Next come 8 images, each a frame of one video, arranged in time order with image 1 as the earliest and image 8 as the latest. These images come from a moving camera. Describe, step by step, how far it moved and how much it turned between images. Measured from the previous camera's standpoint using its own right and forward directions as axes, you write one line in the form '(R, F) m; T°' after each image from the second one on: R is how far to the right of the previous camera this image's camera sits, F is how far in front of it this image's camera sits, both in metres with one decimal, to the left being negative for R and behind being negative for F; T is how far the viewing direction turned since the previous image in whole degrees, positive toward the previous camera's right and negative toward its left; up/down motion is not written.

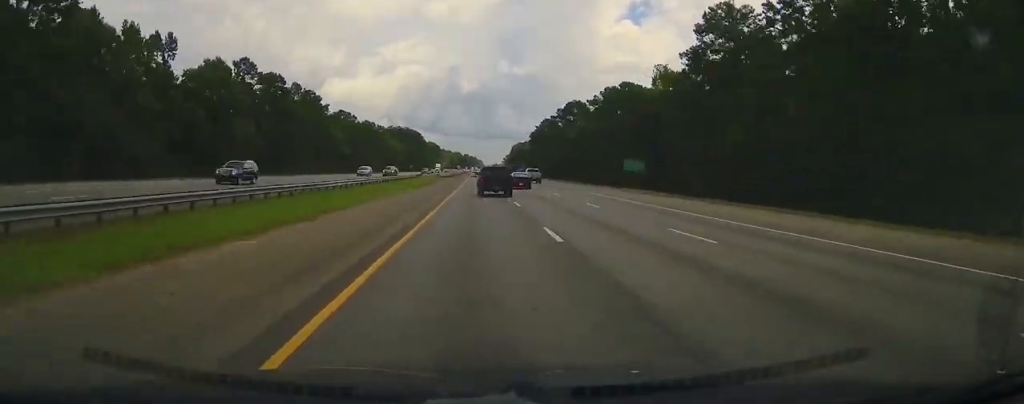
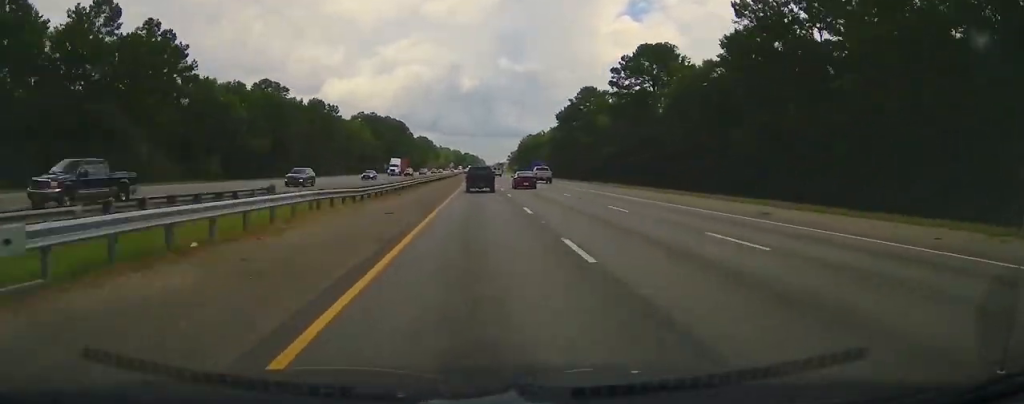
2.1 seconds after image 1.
(0.0, +64.1) m; 0°
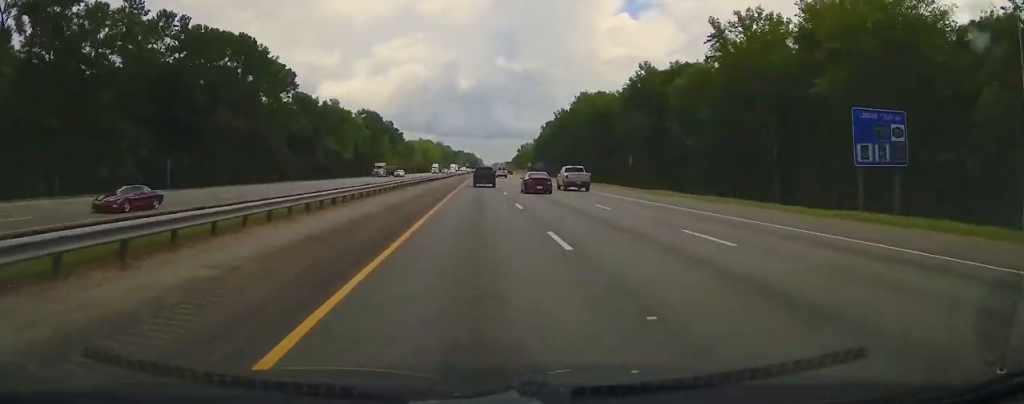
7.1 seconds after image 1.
(+0.9, +161.7) m; +1°
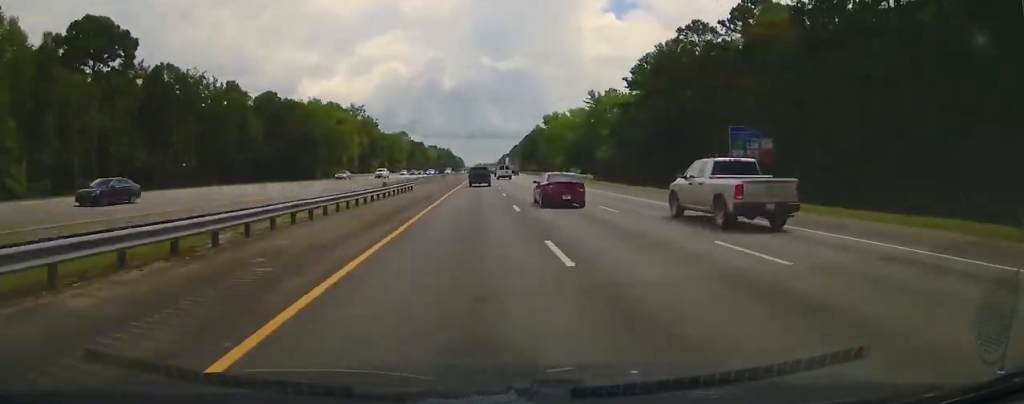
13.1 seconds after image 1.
(+2.3, +211.8) m; +1°
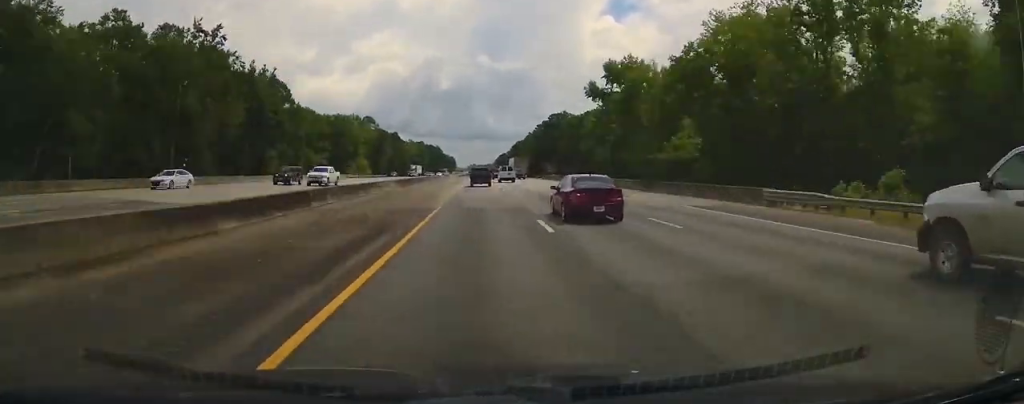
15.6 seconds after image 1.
(+0.2, +91.5) m; 0°
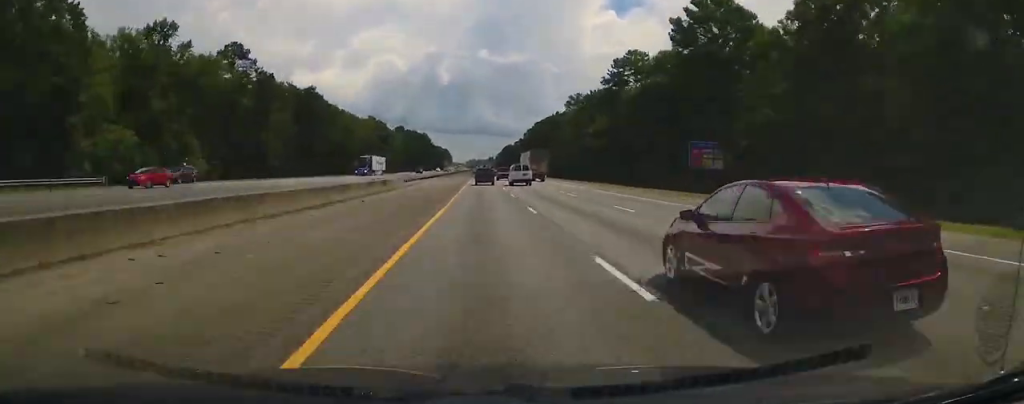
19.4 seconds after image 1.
(+0.1, +136.4) m; 0°
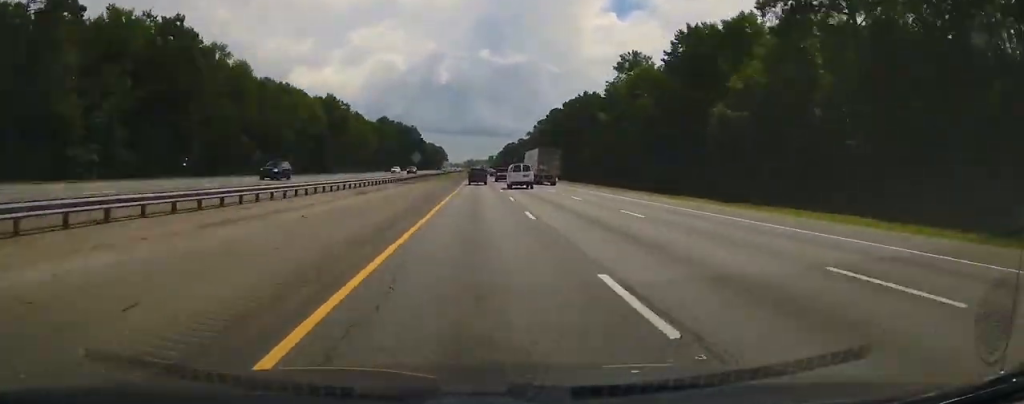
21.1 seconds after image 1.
(+0.3, +63.9) m; 0°
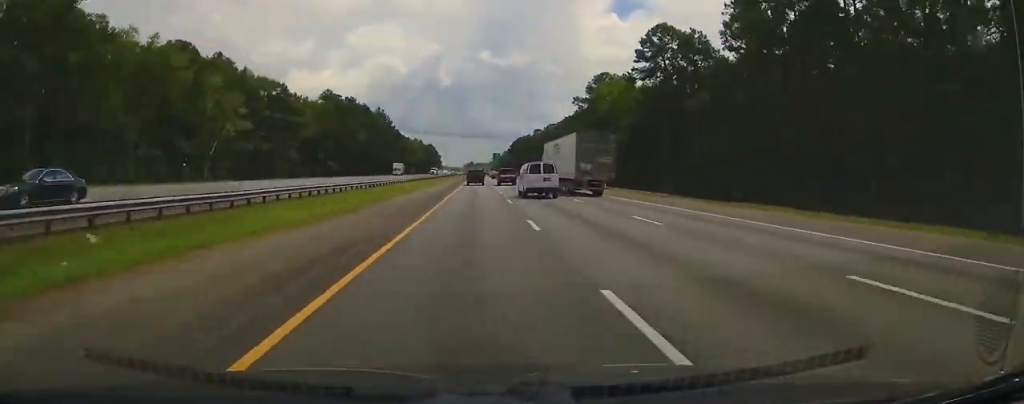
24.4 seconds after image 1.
(+0.2, +123.2) m; 0°
